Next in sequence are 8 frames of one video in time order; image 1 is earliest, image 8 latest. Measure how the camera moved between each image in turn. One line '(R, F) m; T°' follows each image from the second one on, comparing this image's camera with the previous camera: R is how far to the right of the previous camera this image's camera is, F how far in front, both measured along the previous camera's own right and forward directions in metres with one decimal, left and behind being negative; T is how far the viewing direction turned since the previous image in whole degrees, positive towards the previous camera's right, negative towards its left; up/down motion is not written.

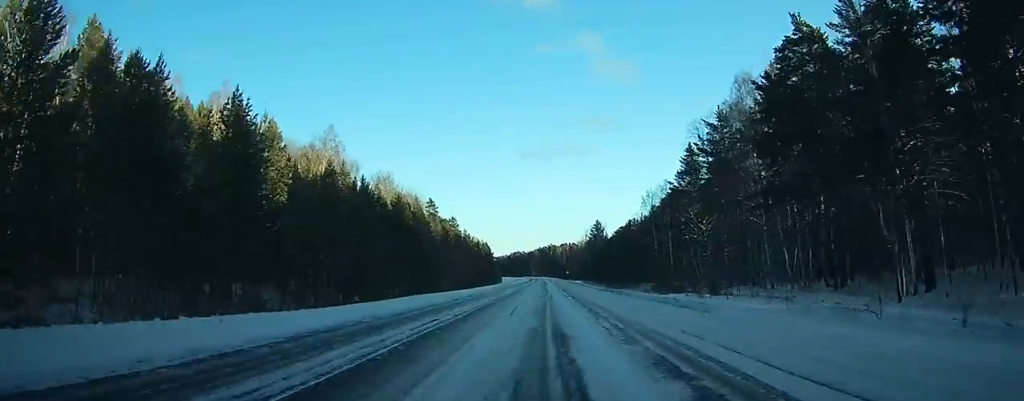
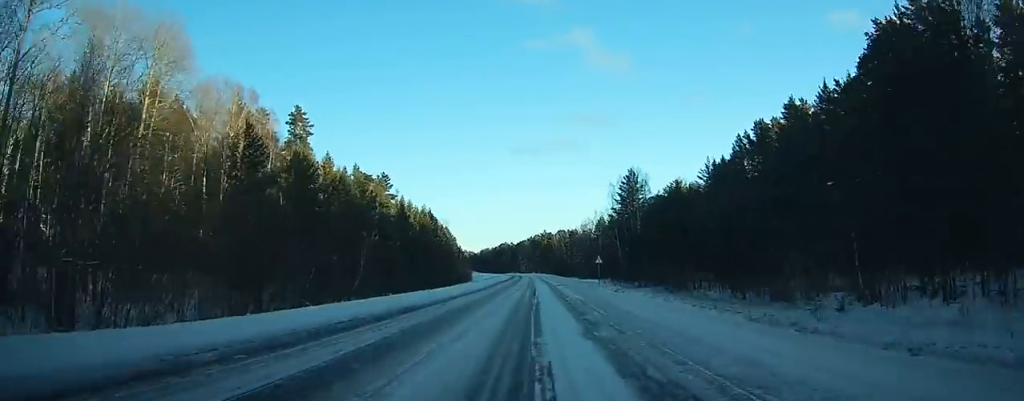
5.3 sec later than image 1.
(+1.4, +99.6) m; +2°
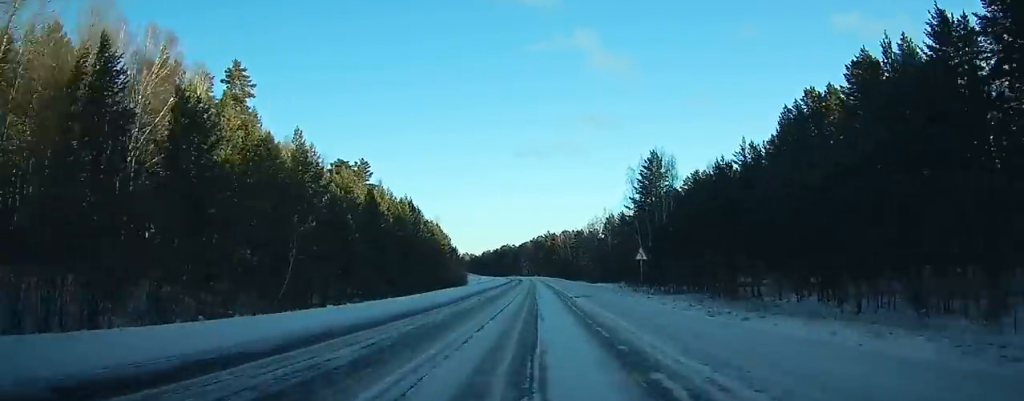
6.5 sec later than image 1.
(+0.1, +21.1) m; 0°
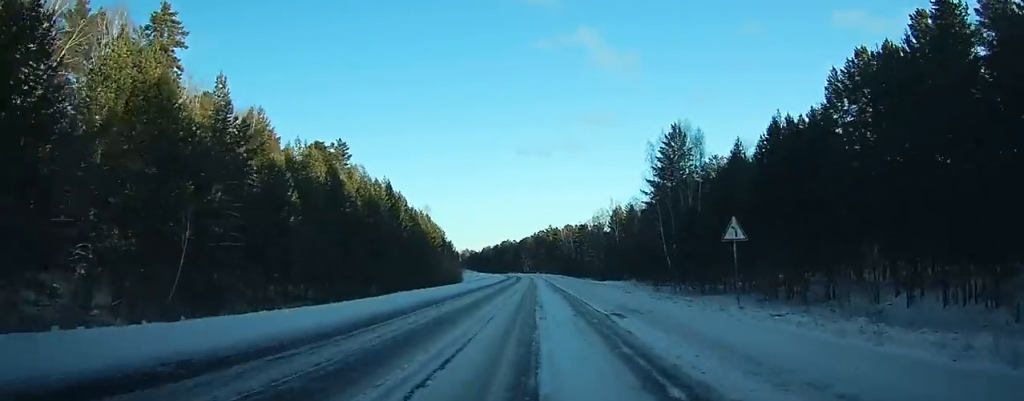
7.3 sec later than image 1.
(+0.1, +16.1) m; 0°
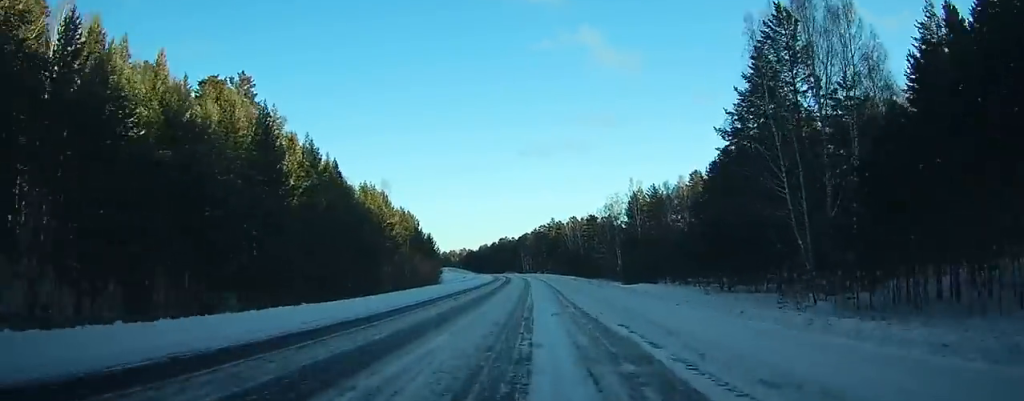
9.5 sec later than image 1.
(+0.1, +40.9) m; 0°
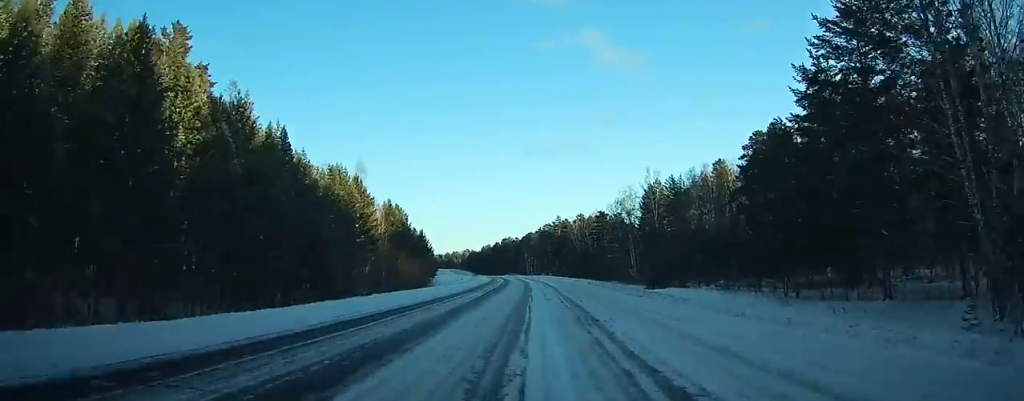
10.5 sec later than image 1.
(0.0, +17.5) m; 0°
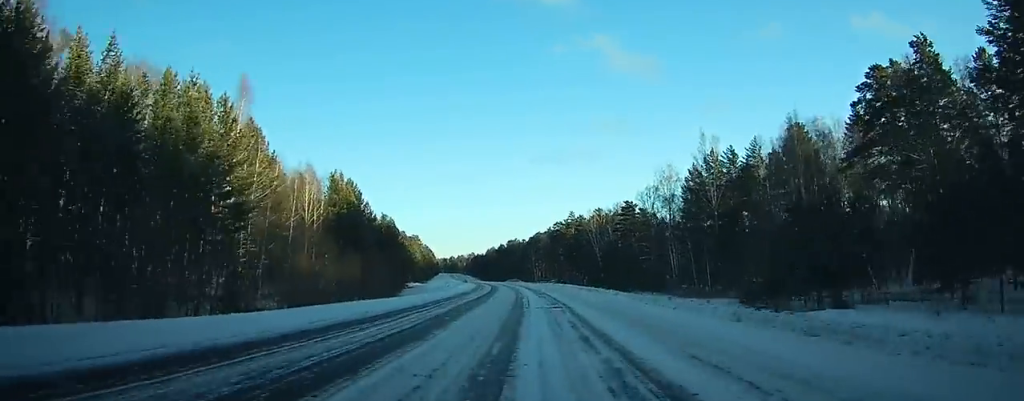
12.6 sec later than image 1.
(-0.4, +40.2) m; -2°
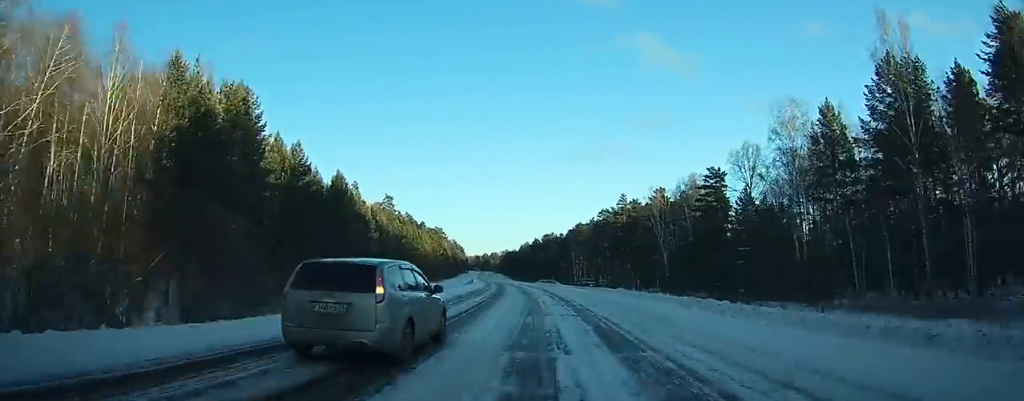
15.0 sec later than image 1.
(-1.1, +46.3) m; -3°
